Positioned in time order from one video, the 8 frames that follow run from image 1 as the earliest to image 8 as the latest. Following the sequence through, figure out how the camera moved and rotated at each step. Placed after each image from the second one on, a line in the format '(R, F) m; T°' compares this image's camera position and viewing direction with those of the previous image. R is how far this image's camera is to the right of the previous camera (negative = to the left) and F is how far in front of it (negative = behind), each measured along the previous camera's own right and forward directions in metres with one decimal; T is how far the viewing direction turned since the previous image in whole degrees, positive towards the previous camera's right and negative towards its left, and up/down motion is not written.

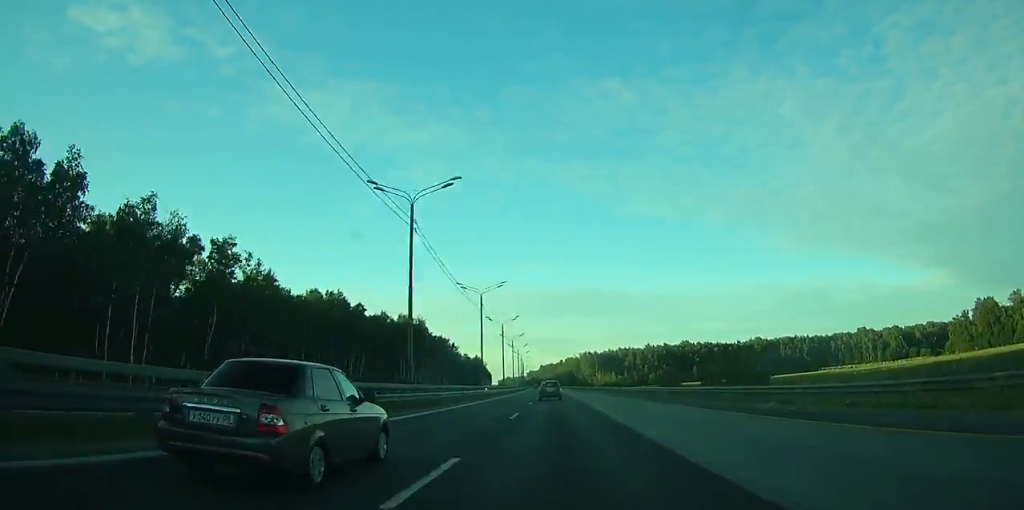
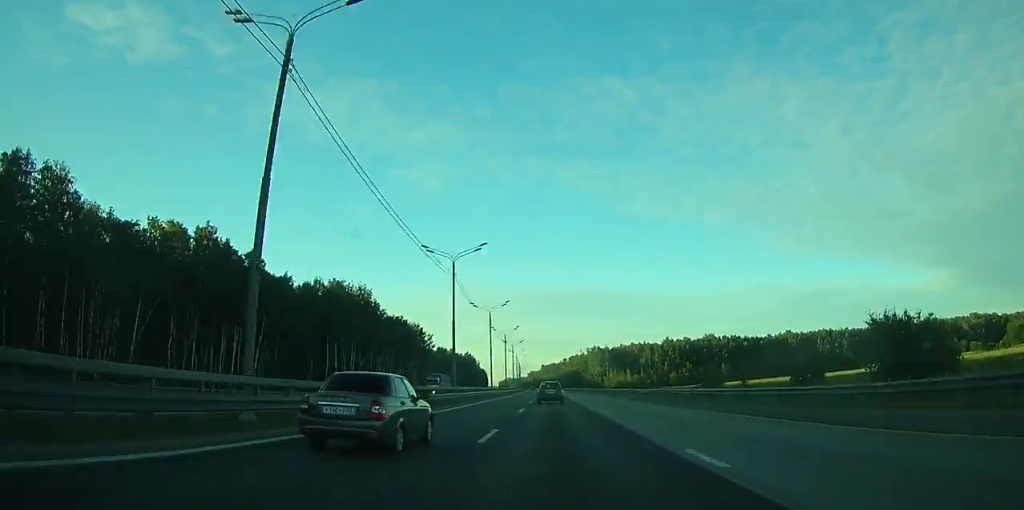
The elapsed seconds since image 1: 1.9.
(-0.2, +60.5) m; -1°
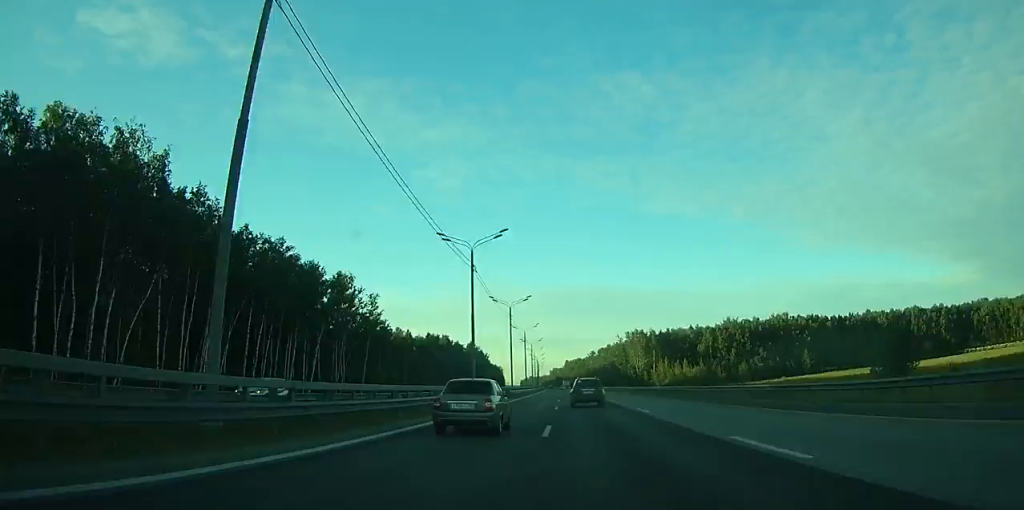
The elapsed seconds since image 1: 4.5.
(-1.0, +83.8) m; -1°
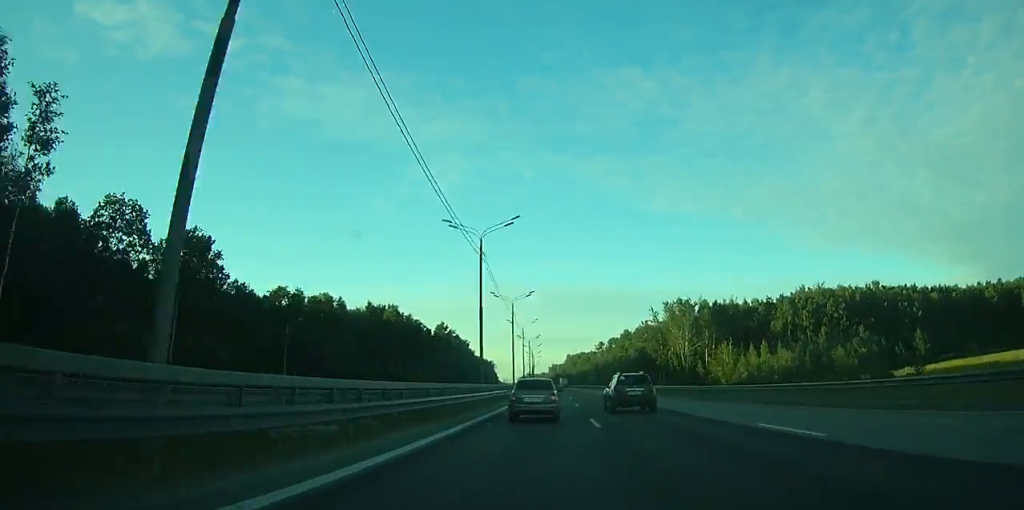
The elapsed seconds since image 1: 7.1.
(-0.7, +83.6) m; -1°
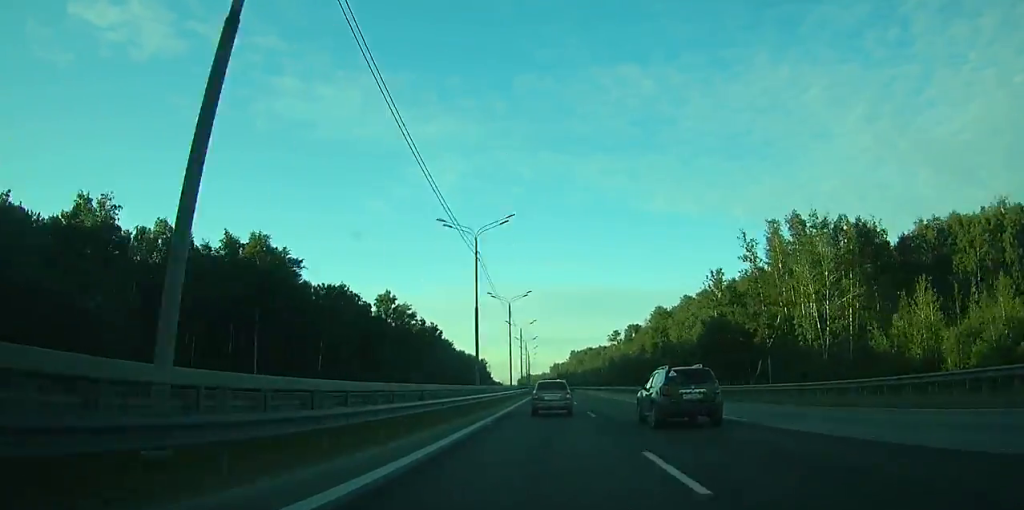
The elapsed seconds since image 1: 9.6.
(-0.2, +80.1) m; 0°
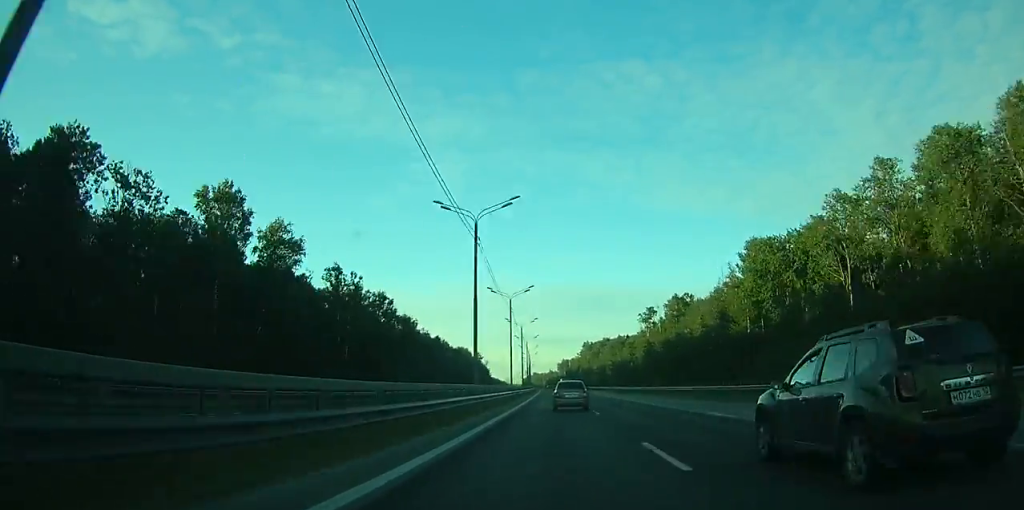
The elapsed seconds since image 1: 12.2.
(-0.3, +82.8) m; -1°
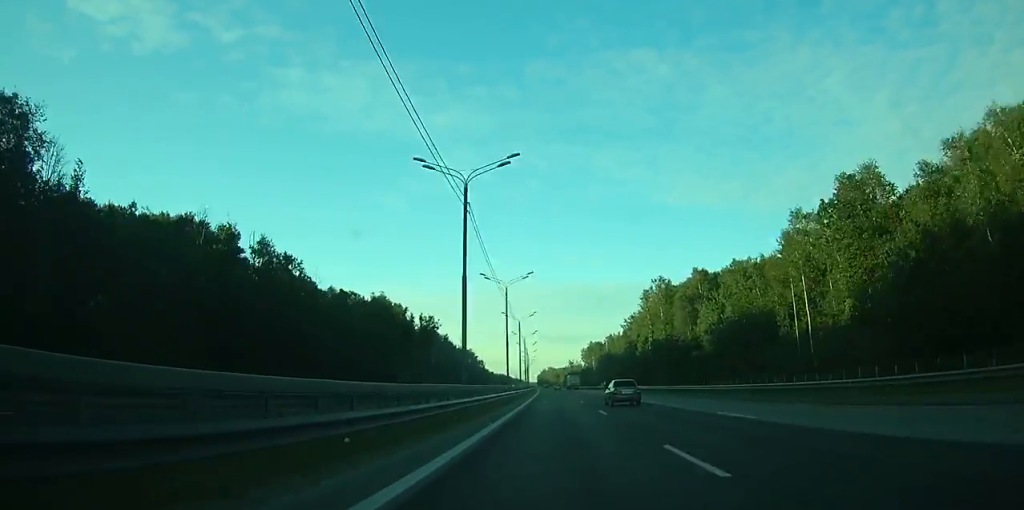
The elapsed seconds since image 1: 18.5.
(-2.5, +183.7) m; -1°
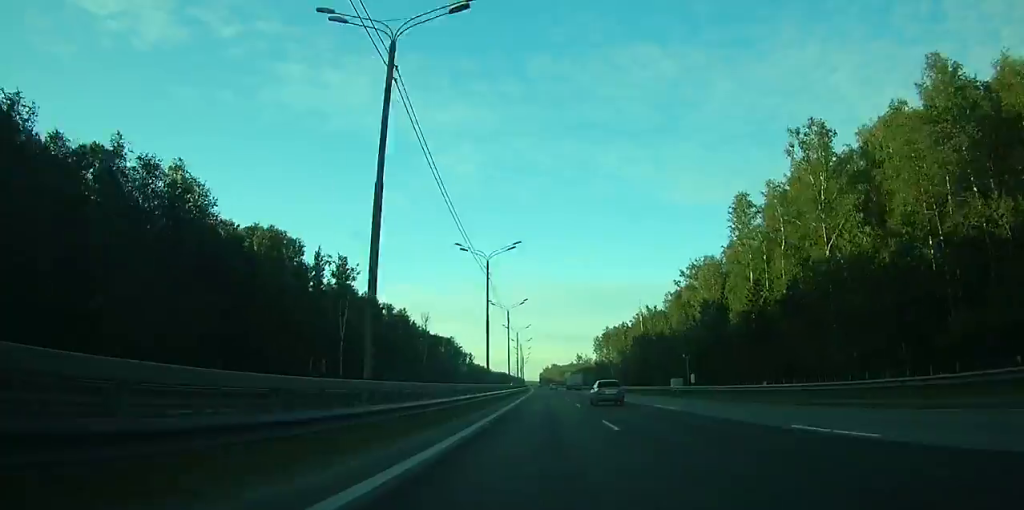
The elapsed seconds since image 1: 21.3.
(-0.4, +81.7) m; 0°
